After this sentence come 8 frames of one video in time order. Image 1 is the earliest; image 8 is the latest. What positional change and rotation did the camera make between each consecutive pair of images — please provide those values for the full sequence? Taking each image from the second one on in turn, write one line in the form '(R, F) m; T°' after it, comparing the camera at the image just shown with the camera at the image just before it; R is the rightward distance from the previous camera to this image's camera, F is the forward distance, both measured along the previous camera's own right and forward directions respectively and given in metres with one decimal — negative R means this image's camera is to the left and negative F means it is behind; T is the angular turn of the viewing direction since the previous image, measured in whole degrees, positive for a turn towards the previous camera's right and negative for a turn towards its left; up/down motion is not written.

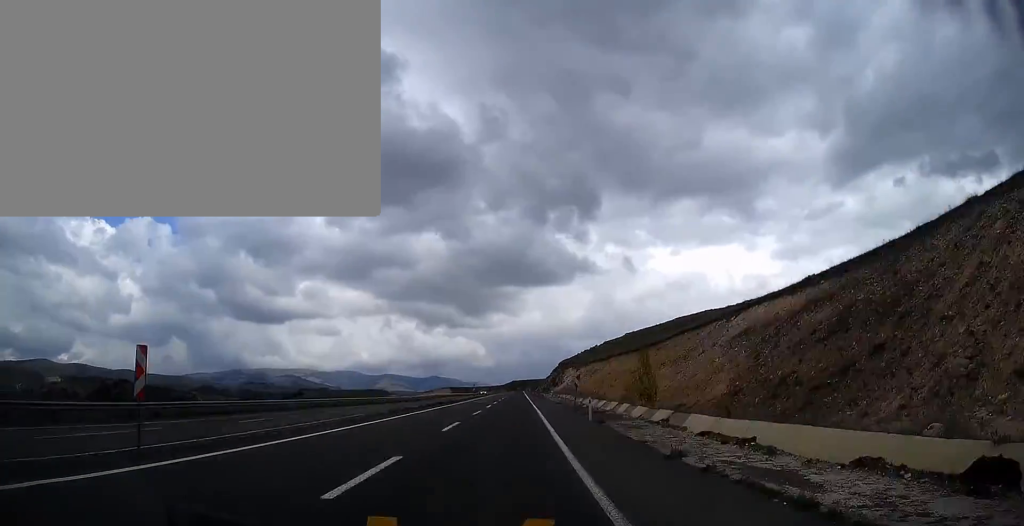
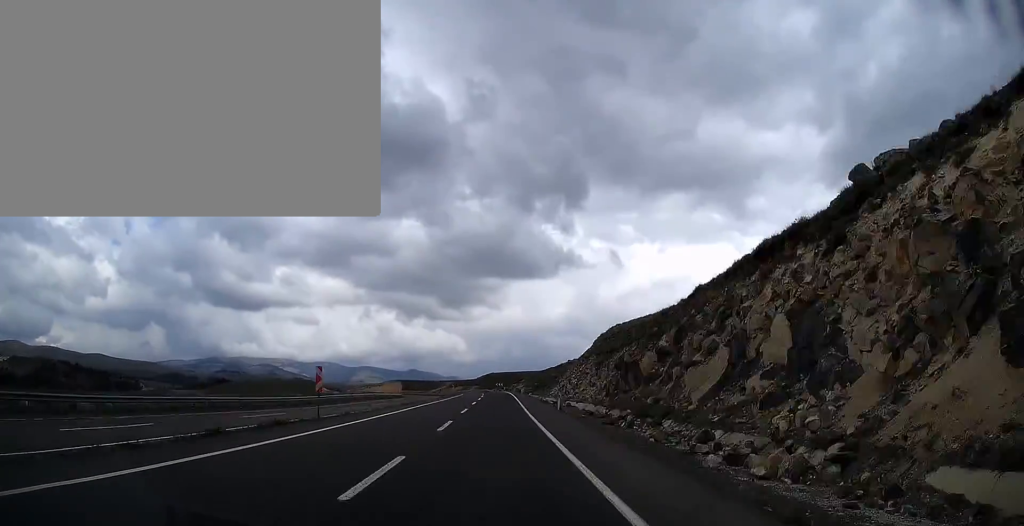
(+3.6, +154.8) m; -2°
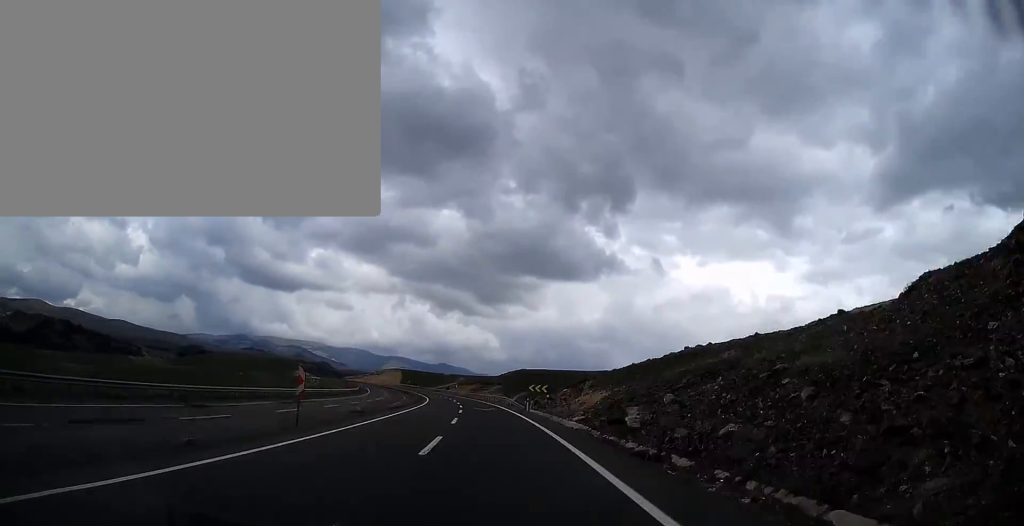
(+0.7, +90.3) m; -4°
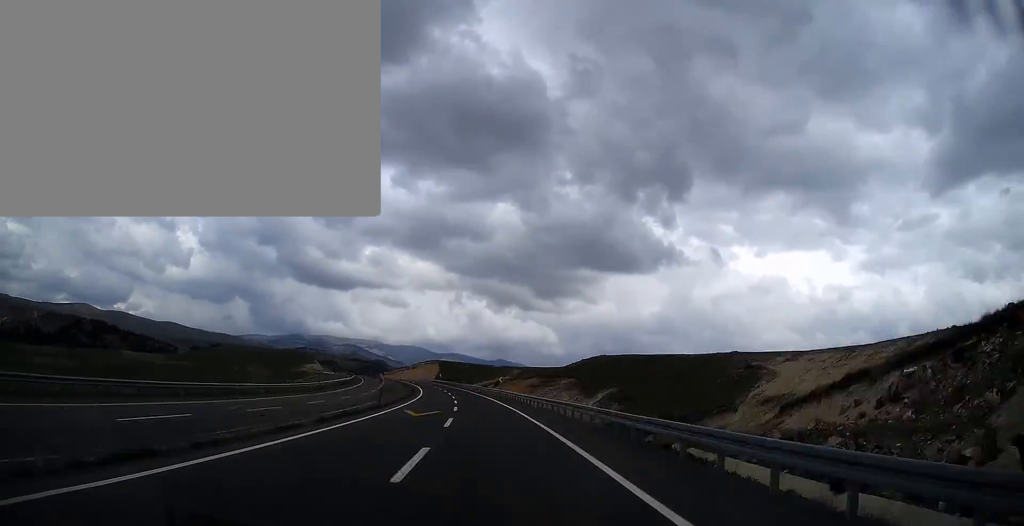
(-5.2, +64.0) m; -5°
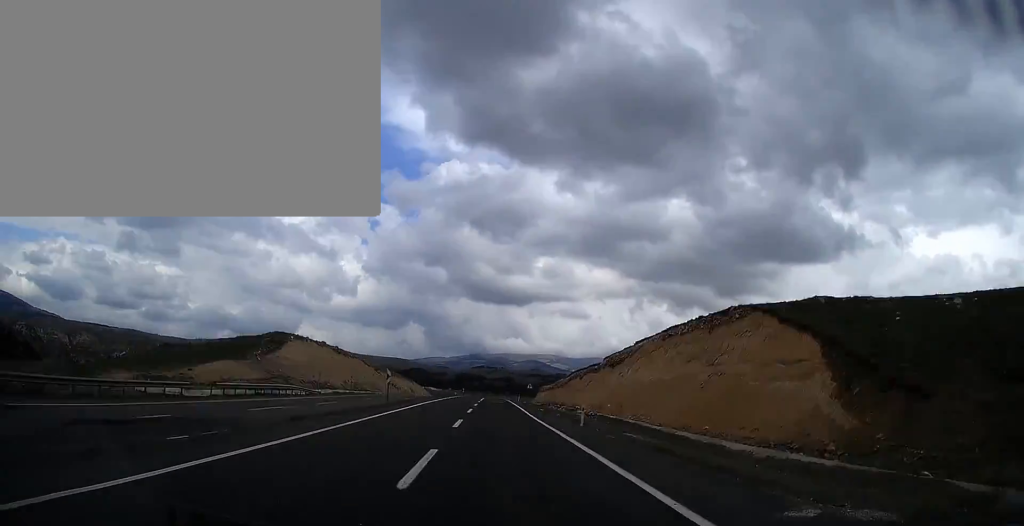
(-19.4, +174.8) m; -9°
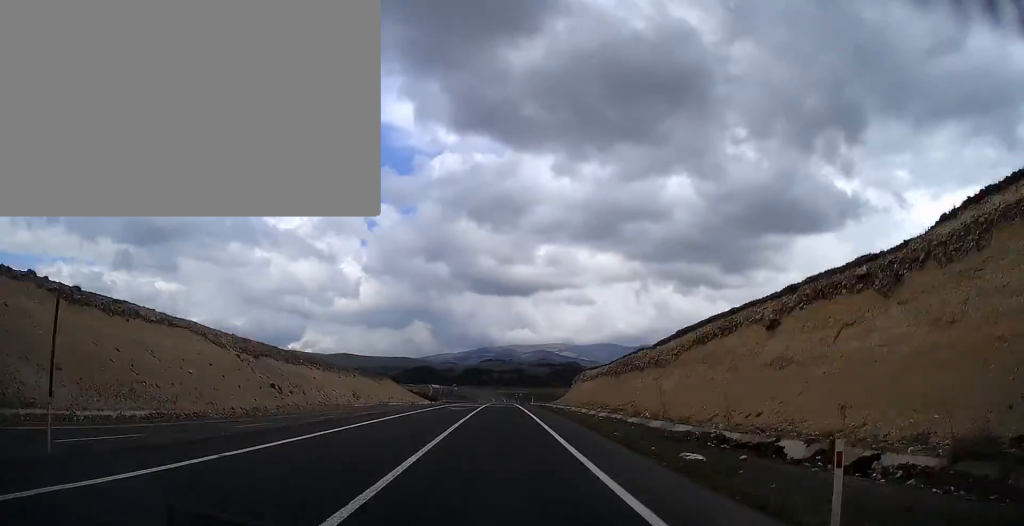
(-2.5, +75.0) m; -2°
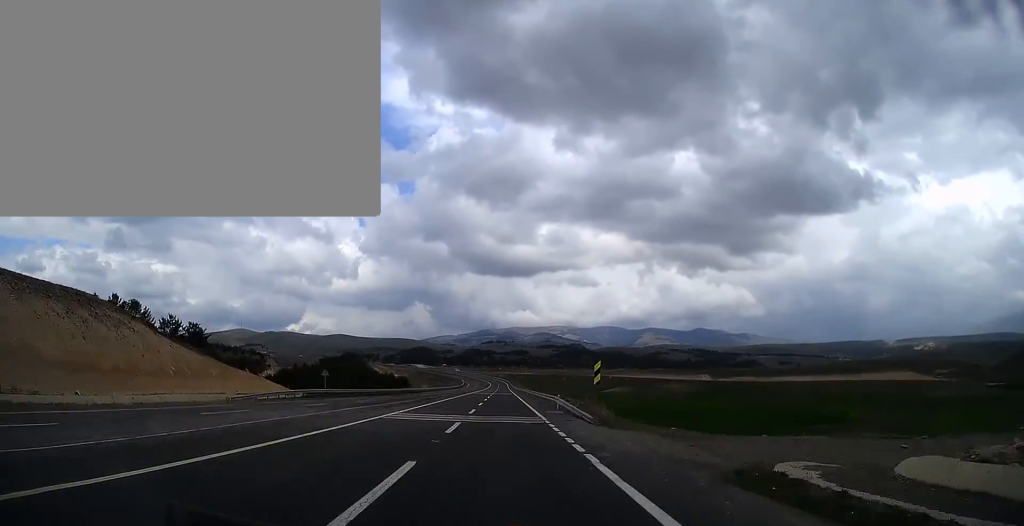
(-0.9, +139.2) m; 0°
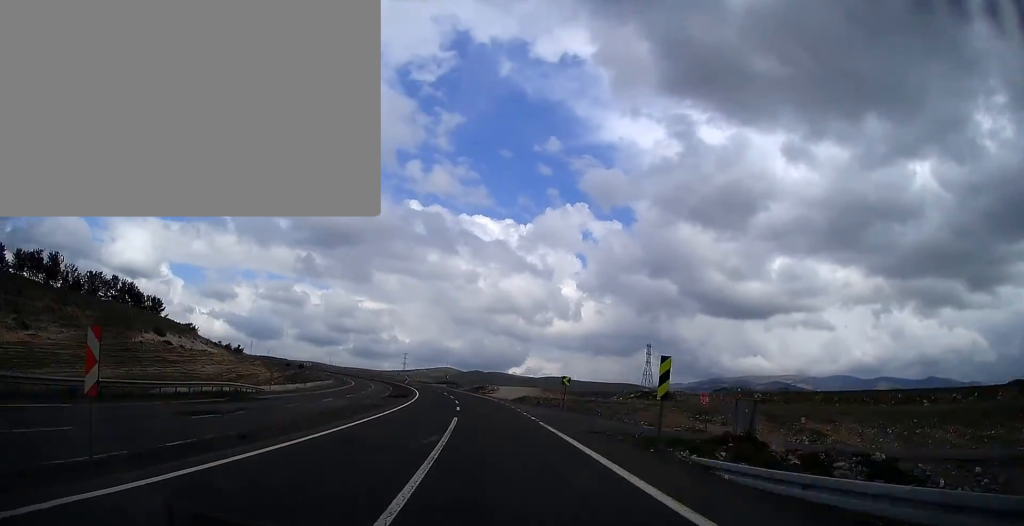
(-72.3, +430.1) m; -30°
